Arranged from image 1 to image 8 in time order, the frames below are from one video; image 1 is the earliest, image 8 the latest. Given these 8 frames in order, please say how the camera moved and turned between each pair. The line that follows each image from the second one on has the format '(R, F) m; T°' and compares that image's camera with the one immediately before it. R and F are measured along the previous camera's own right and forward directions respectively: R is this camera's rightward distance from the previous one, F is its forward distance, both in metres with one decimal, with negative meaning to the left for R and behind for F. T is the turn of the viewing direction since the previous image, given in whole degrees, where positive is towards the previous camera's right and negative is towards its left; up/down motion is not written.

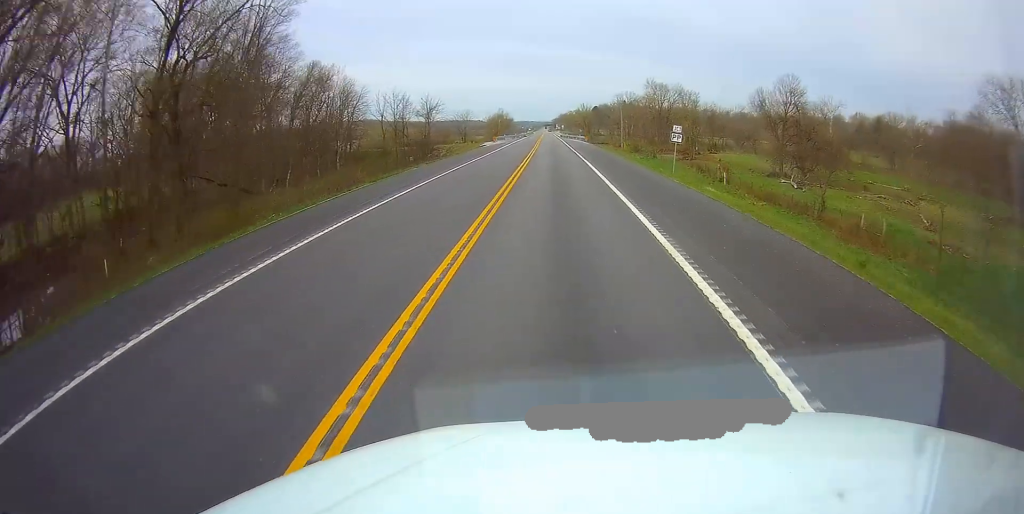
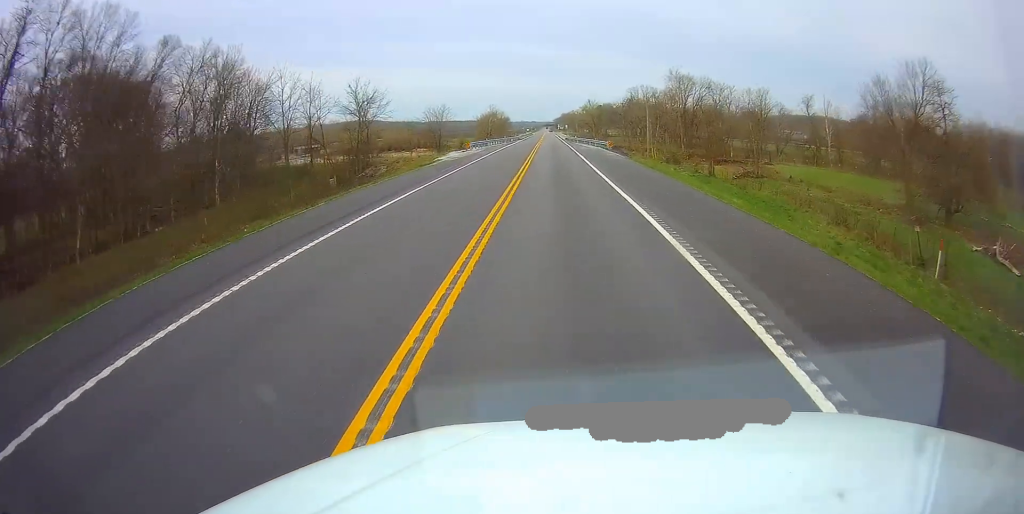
(-0.2, +33.0) m; 0°
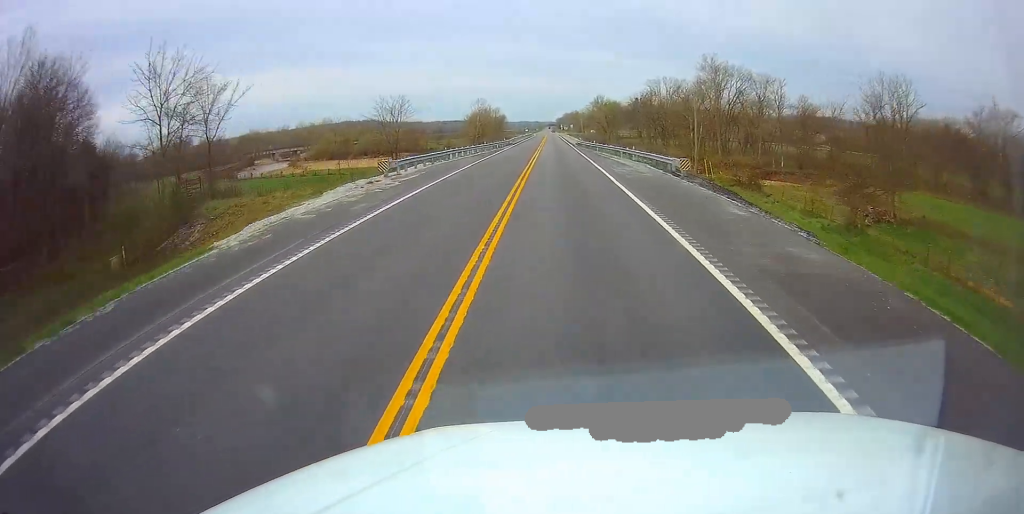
(0.0, +31.0) m; +1°
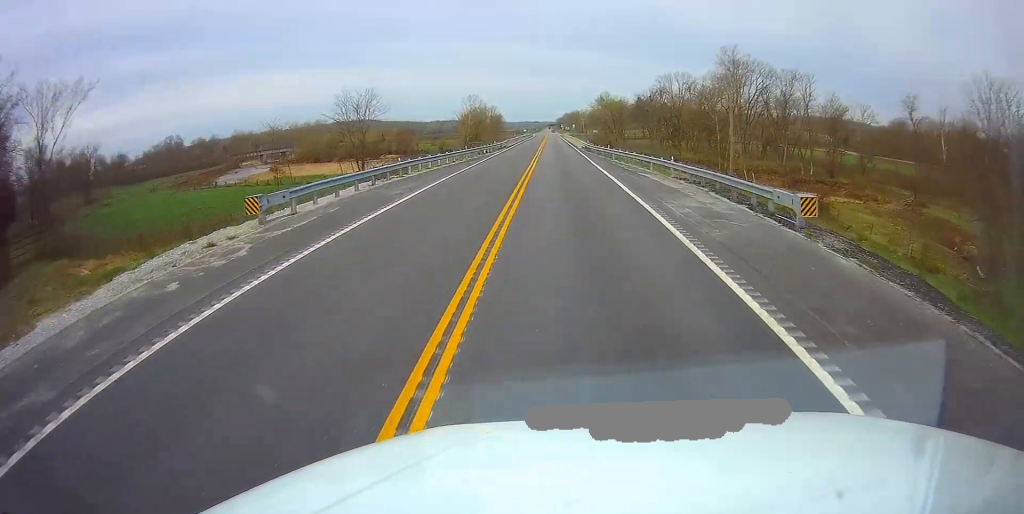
(+0.2, +13.5) m; 0°
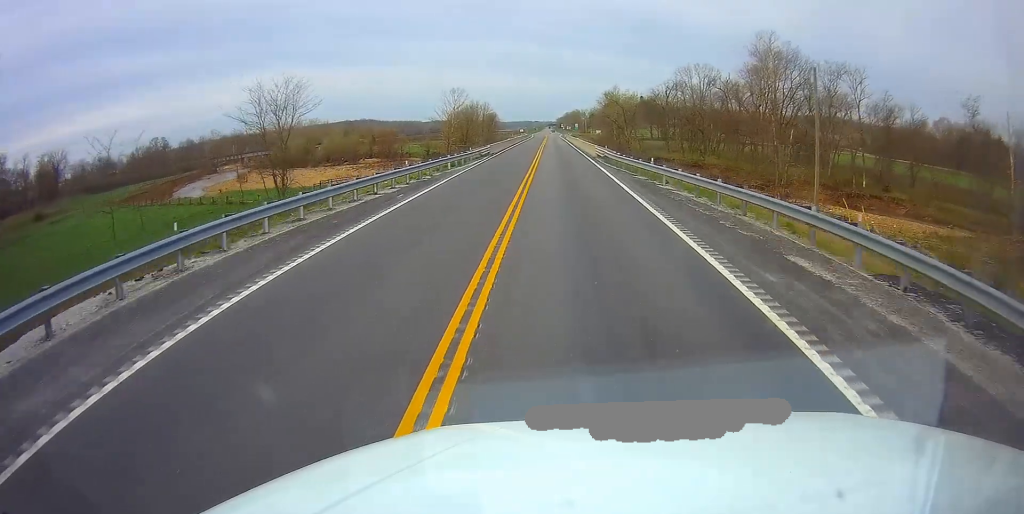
(+0.3, +18.7) m; 0°
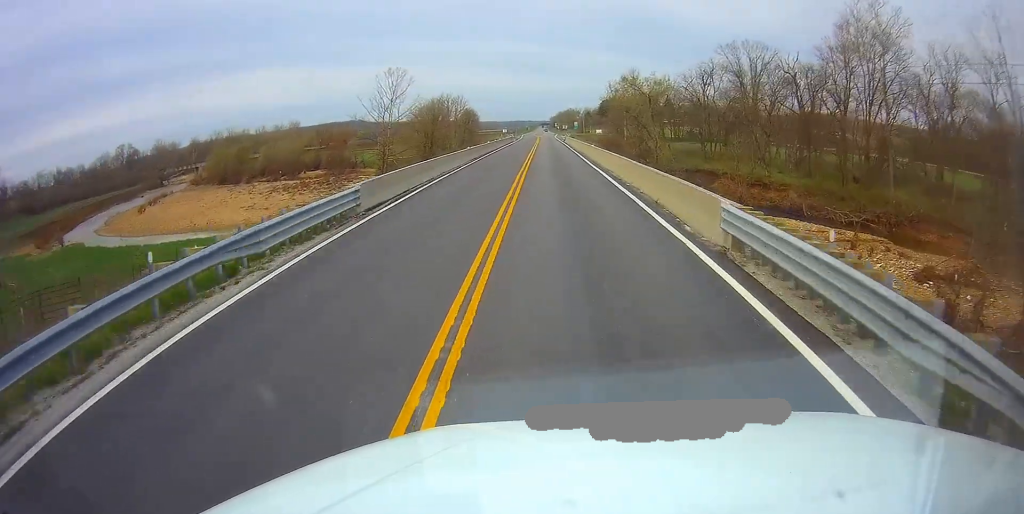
(-0.4, +33.1) m; -1°
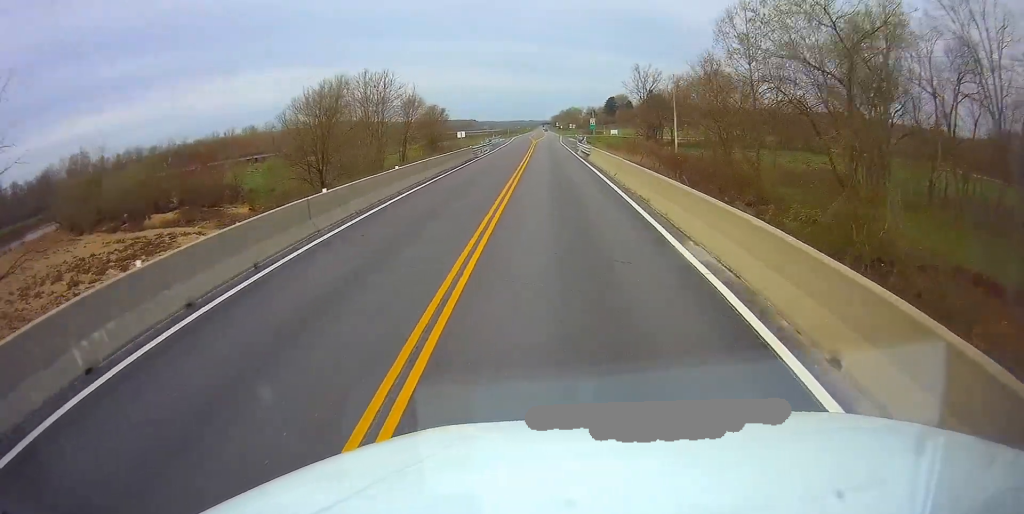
(+0.5, +50.1) m; +1°
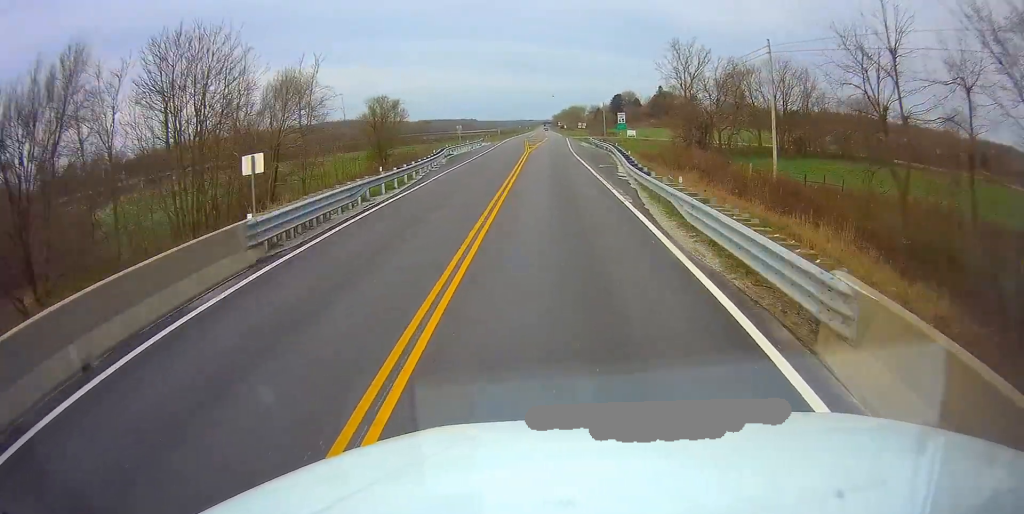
(-0.1, +34.5) m; 0°
